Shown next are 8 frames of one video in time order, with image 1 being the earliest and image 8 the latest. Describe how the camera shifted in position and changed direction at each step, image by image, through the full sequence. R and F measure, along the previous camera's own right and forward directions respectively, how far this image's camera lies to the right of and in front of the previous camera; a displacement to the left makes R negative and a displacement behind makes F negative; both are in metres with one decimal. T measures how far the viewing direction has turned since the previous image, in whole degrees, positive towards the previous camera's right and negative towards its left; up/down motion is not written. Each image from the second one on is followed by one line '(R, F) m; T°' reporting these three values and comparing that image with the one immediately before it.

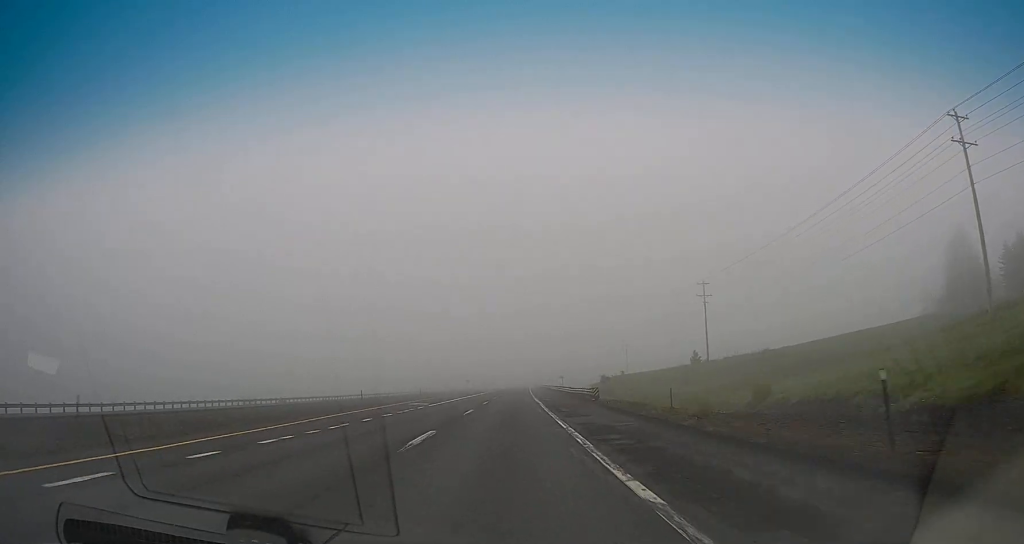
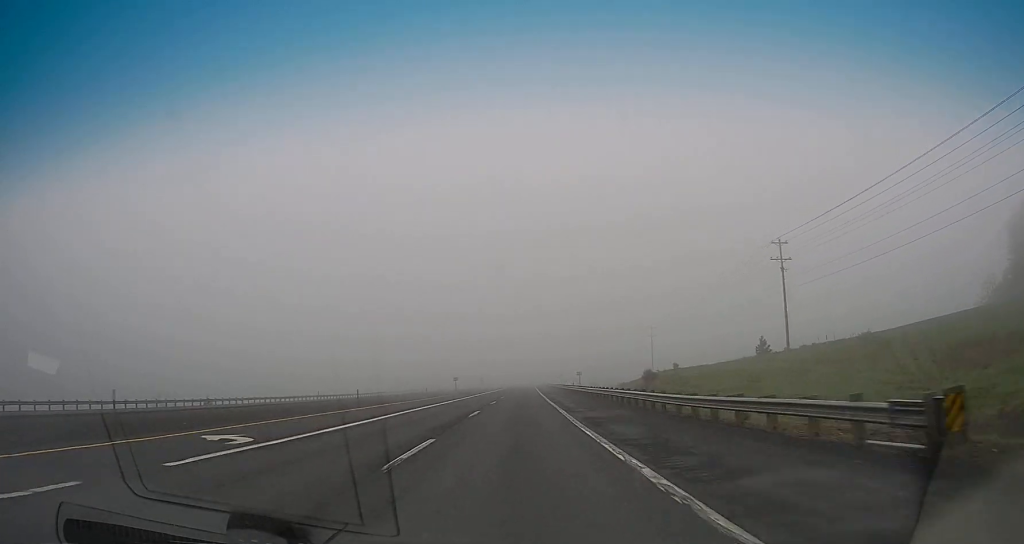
(+0.2, +31.1) m; +1°
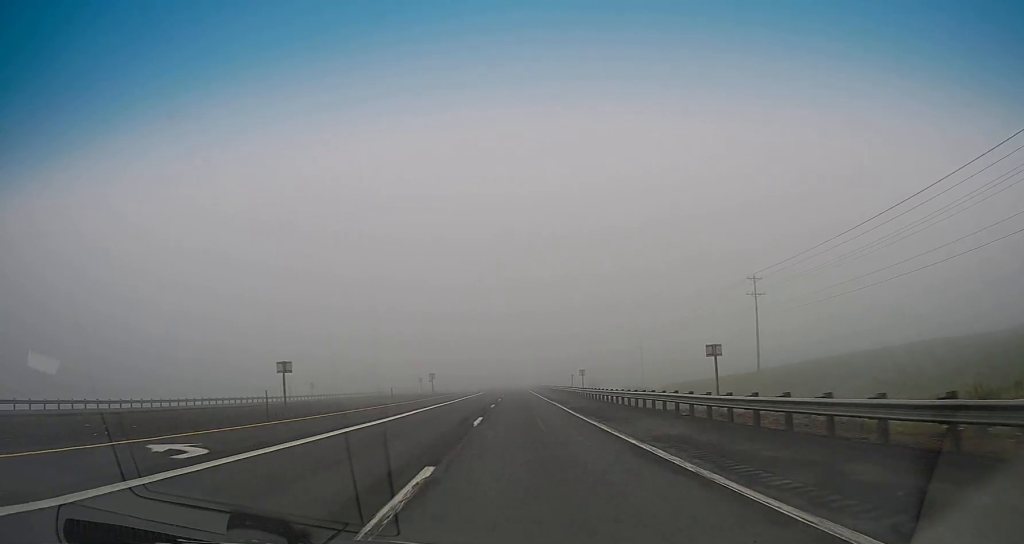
(+0.4, +84.6) m; 0°
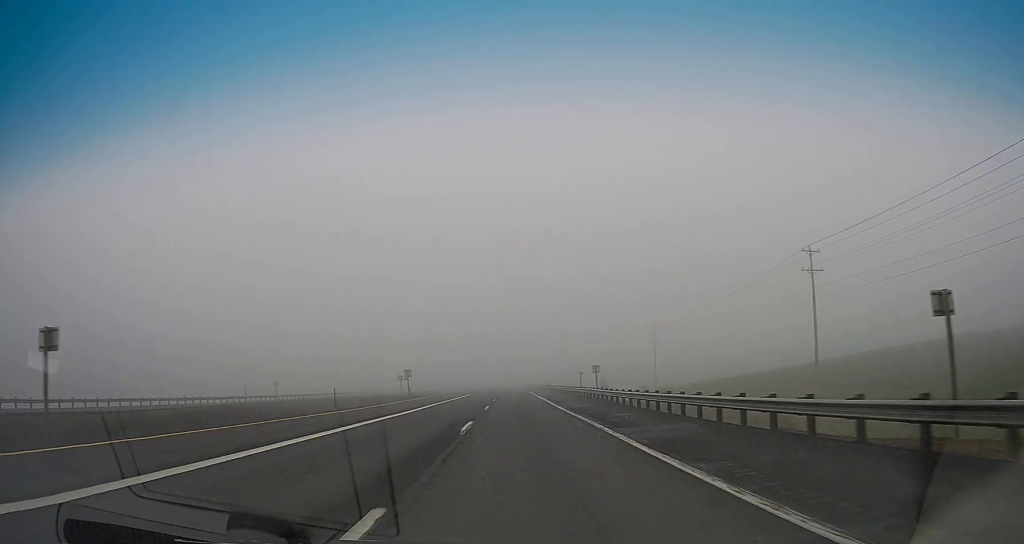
(0.0, +20.8) m; 0°
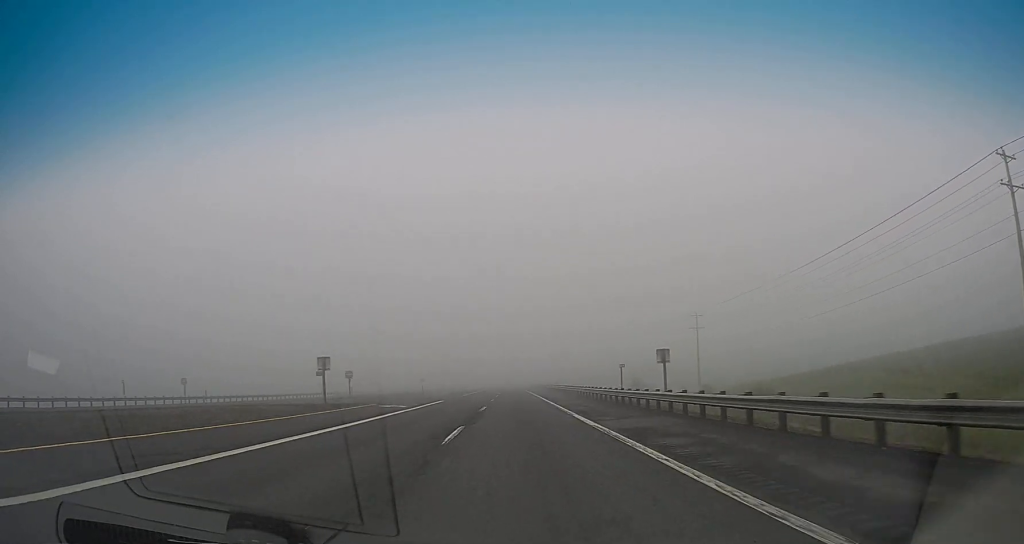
(+0.2, +33.8) m; 0°
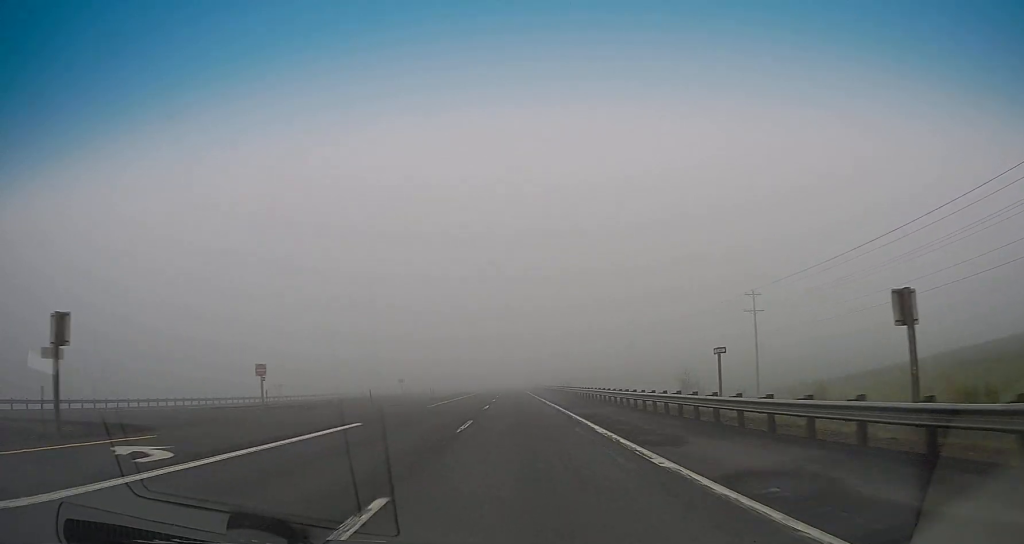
(+0.1, +26.1) m; 0°
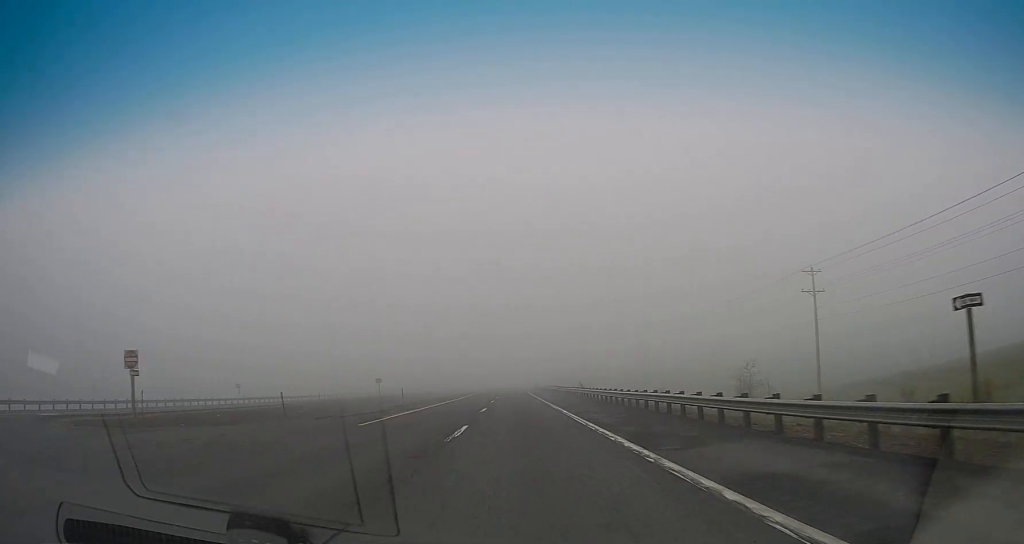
(-0.1, +15.6) m; 0°
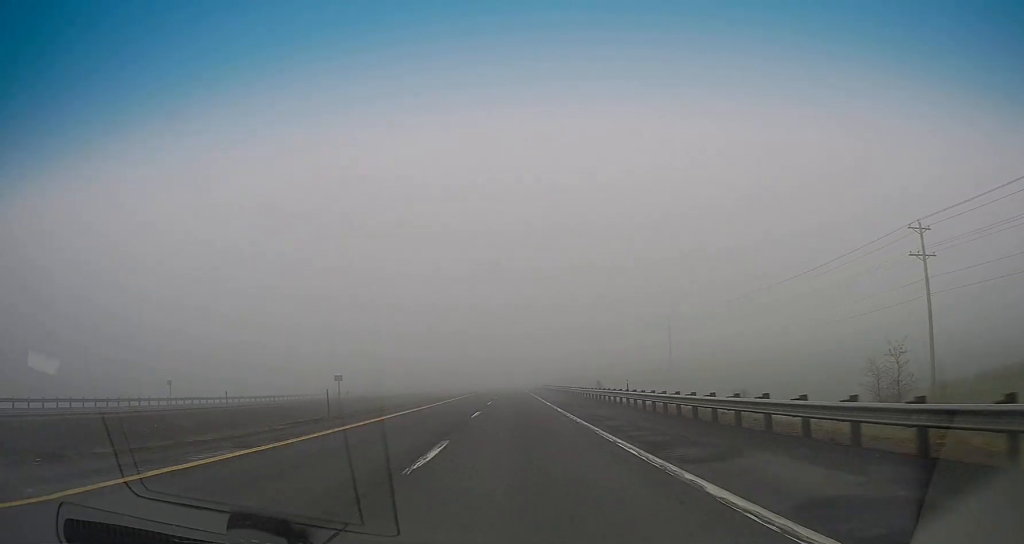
(0.0, +18.2) m; 0°
